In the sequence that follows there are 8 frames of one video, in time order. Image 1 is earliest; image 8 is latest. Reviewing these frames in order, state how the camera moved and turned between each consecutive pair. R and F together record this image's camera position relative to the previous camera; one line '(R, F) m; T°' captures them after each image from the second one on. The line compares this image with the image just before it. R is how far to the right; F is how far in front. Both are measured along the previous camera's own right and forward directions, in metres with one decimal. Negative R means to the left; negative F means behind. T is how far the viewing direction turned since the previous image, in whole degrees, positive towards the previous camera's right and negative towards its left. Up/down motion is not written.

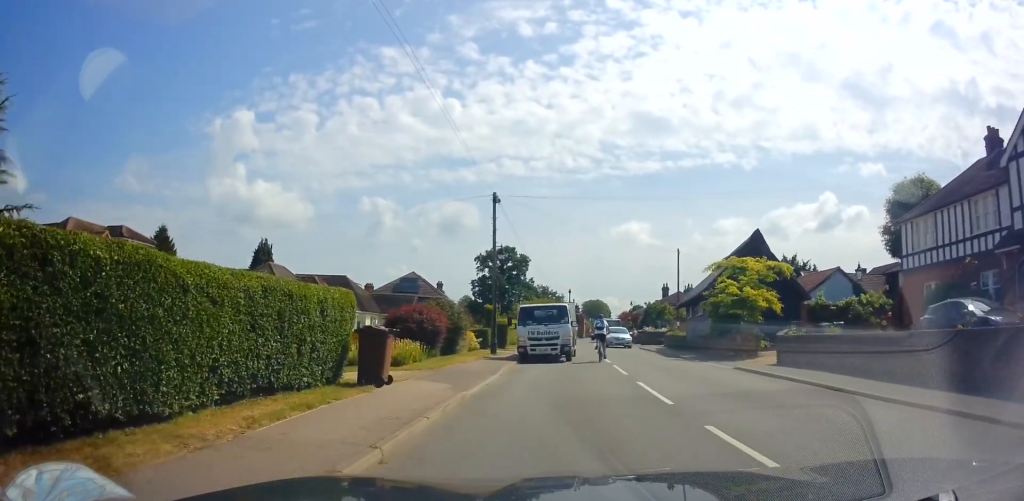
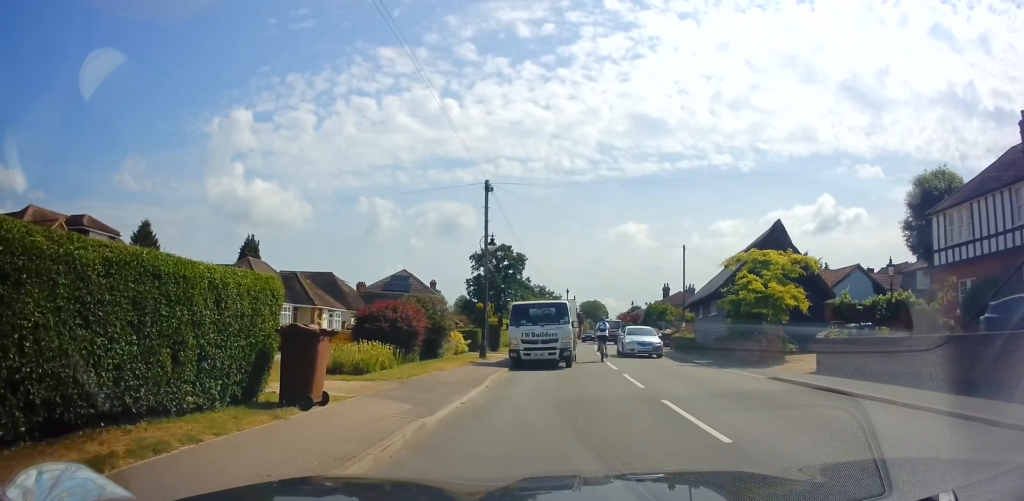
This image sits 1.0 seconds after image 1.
(+0.3, +2.9) m; -1°
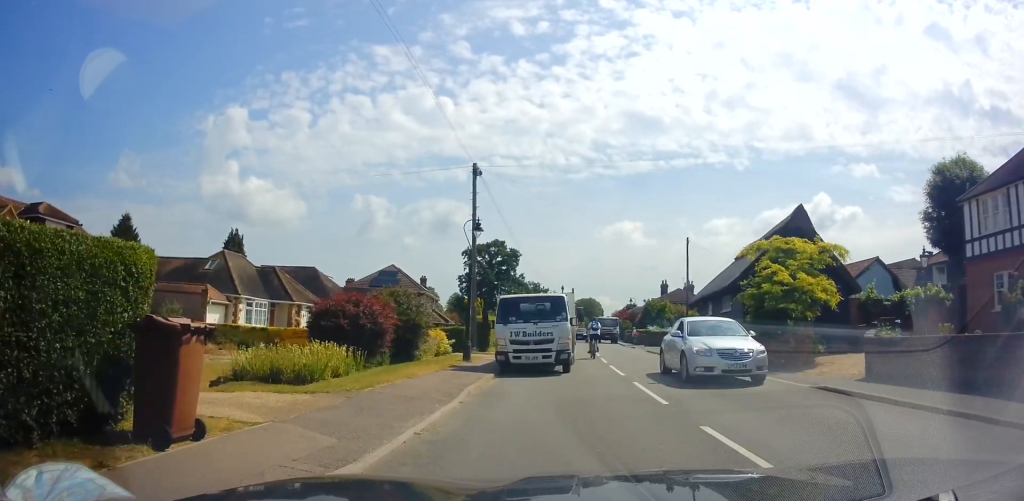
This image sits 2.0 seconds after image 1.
(-0.4, +2.4) m; -4°
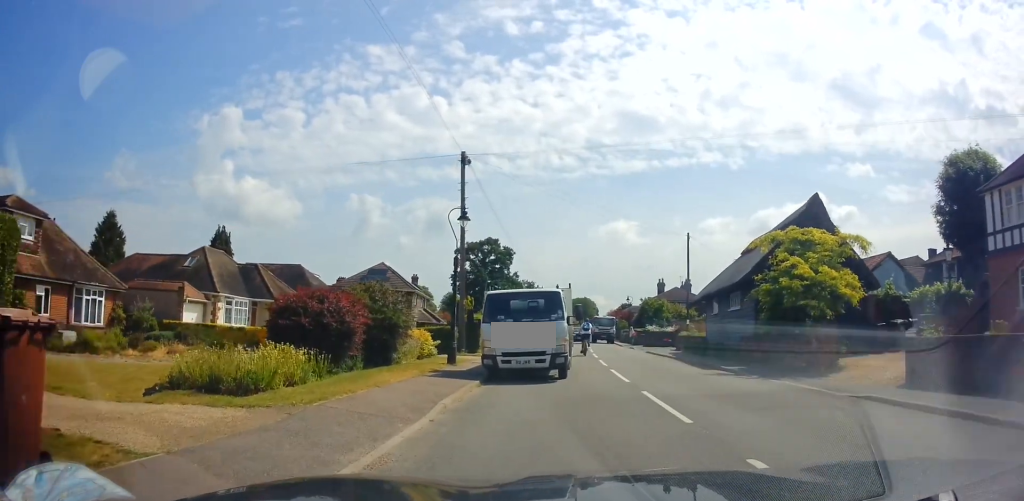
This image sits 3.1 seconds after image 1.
(+0.3, +1.4) m; -1°
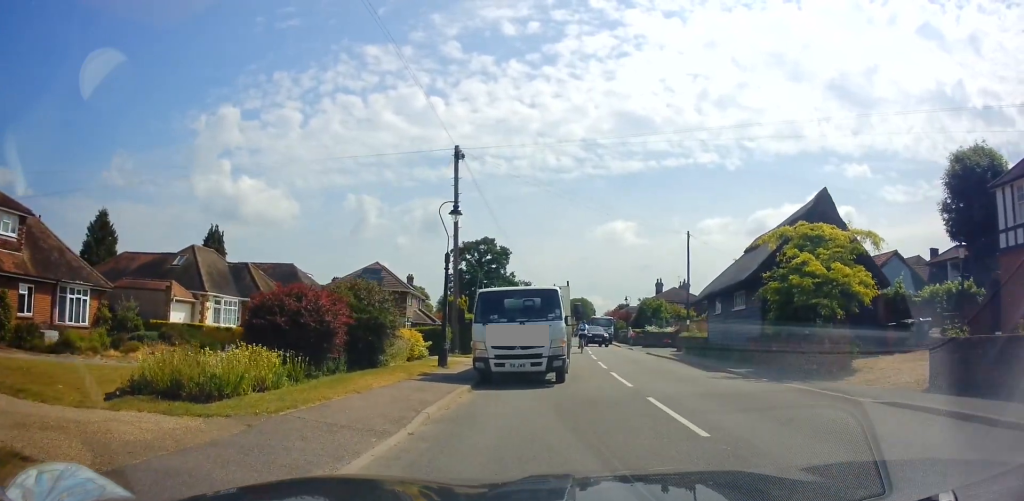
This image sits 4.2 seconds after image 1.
(+0.2, +0.7) m; 0°
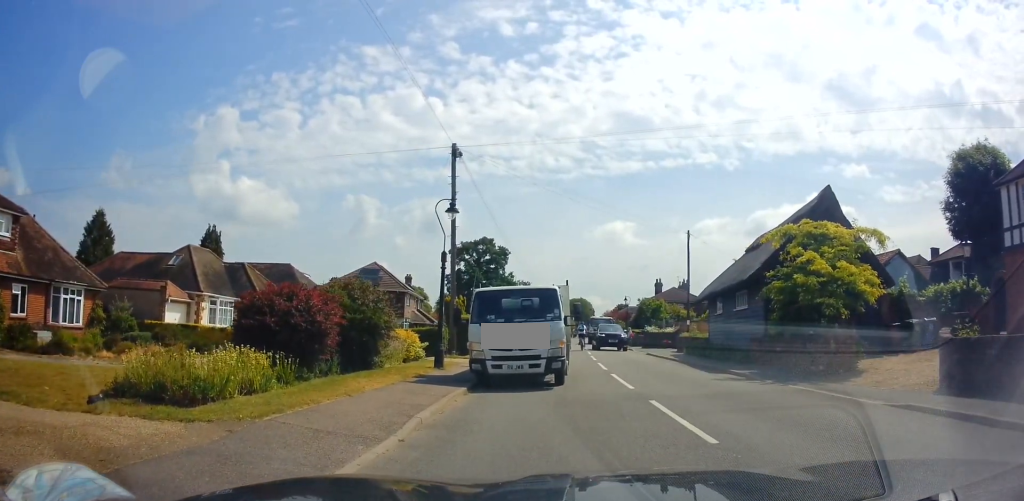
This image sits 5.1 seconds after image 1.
(+0.1, +0.3) m; 0°
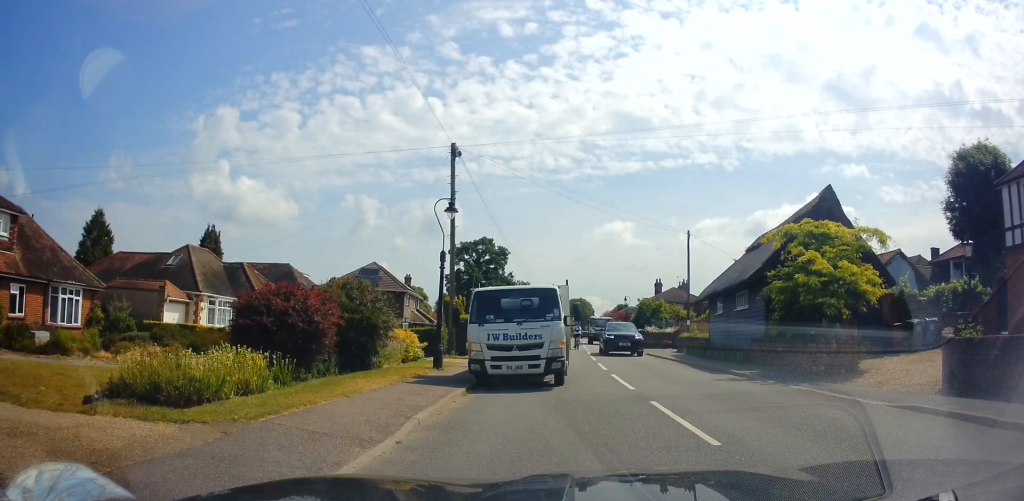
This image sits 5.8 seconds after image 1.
(+0.1, +0.2) m; 0°
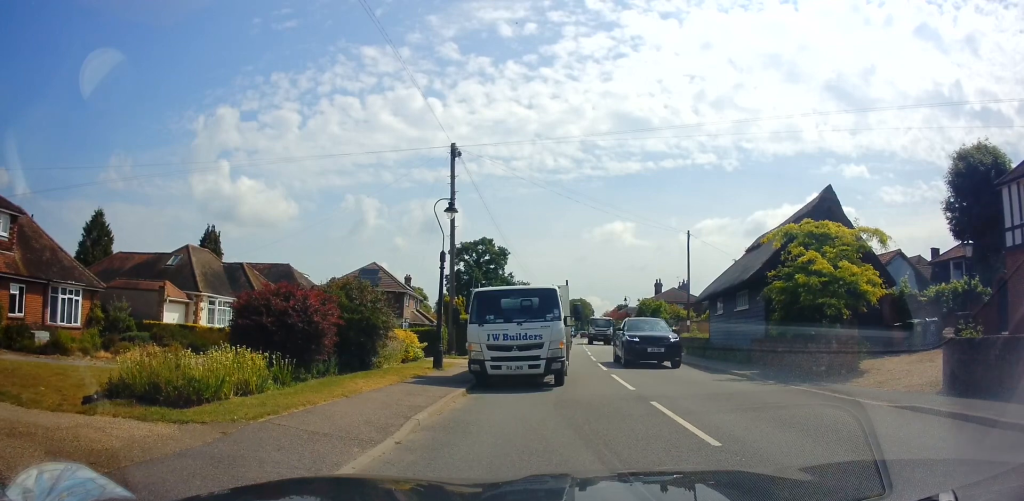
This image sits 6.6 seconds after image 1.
(+0.1, +0.2) m; 0°
